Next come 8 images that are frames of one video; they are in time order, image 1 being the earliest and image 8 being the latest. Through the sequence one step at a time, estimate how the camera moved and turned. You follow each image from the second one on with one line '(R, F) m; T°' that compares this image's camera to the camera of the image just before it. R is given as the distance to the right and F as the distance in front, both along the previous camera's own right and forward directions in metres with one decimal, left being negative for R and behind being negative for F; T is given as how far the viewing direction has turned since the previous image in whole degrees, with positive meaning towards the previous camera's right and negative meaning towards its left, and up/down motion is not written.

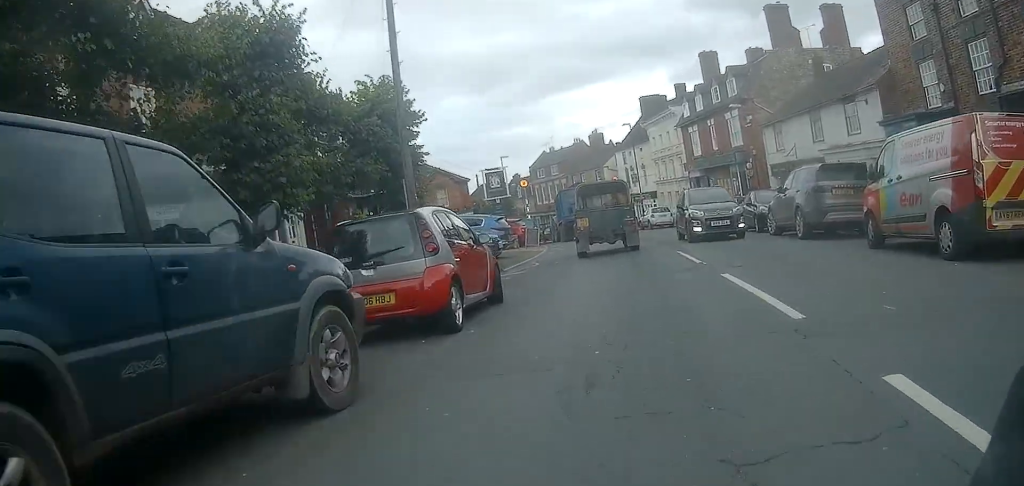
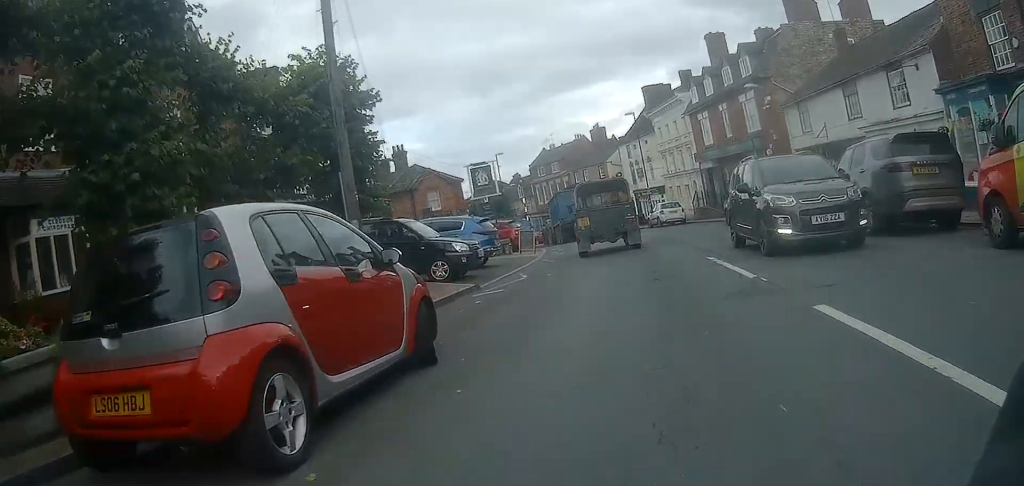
(0.0, +4.0) m; 0°
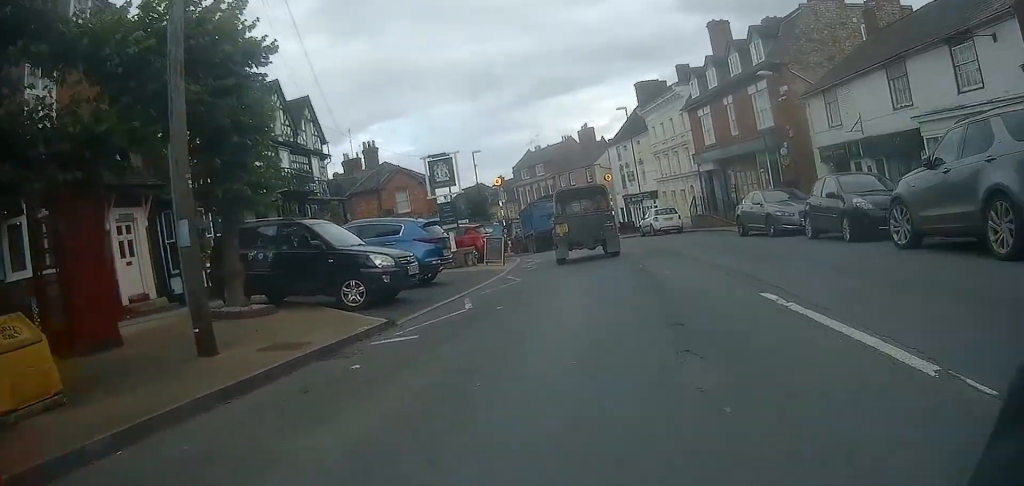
(0.0, +4.8) m; -1°
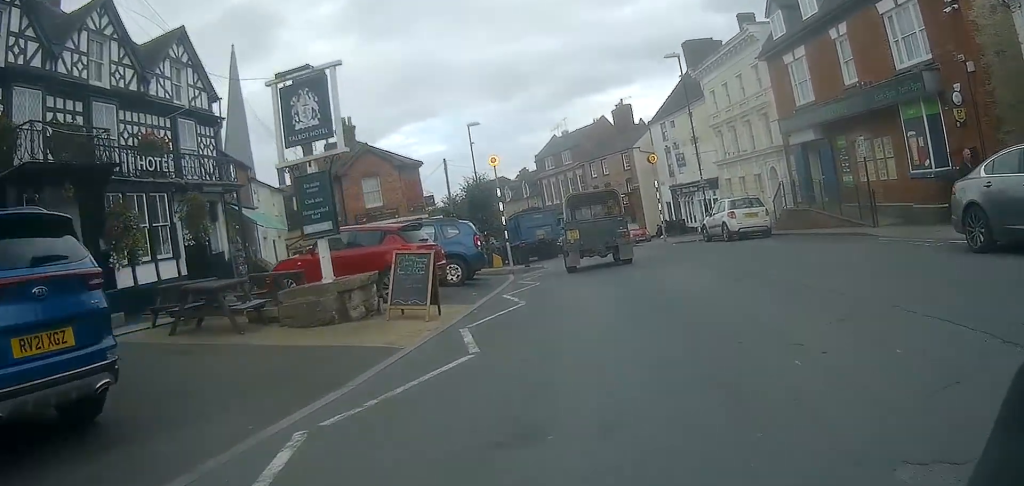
(-0.2, +12.5) m; 0°
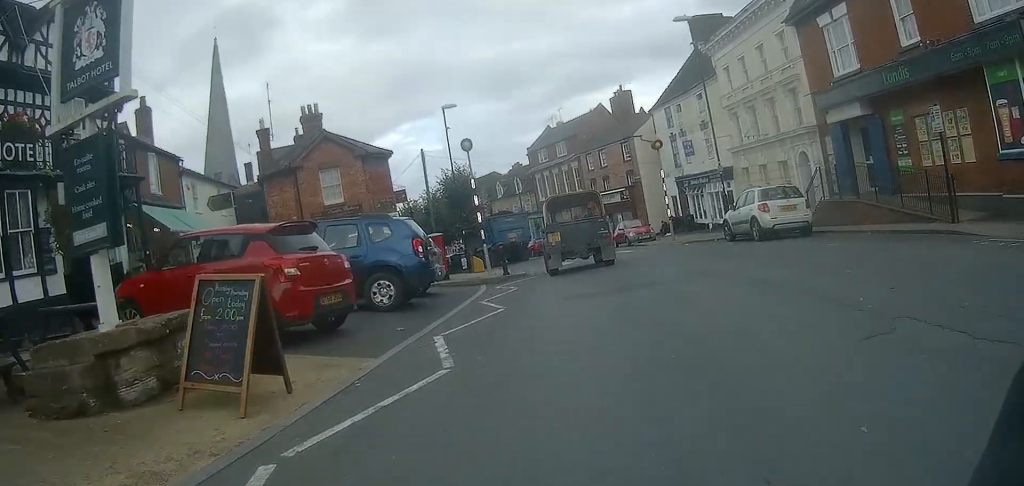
(+0.1, +4.6) m; 0°
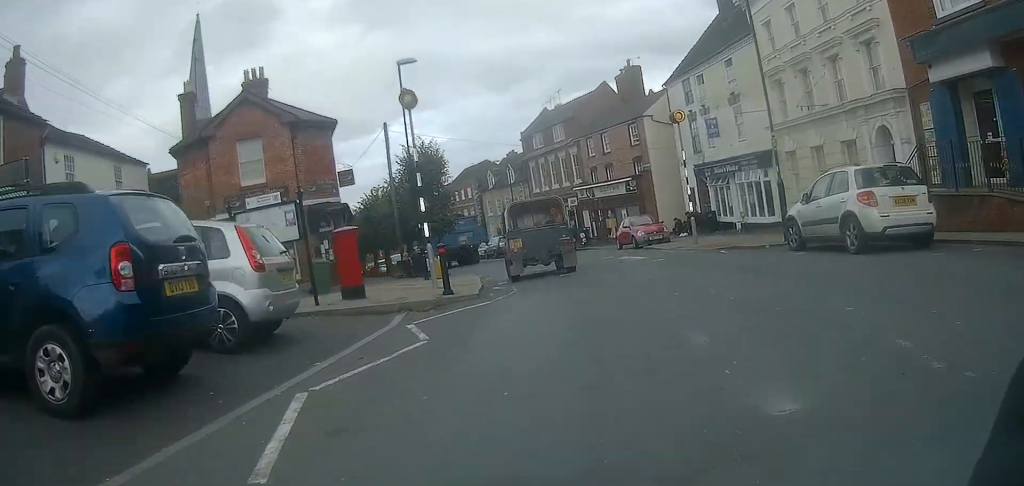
(-0.1, +7.1) m; -2°
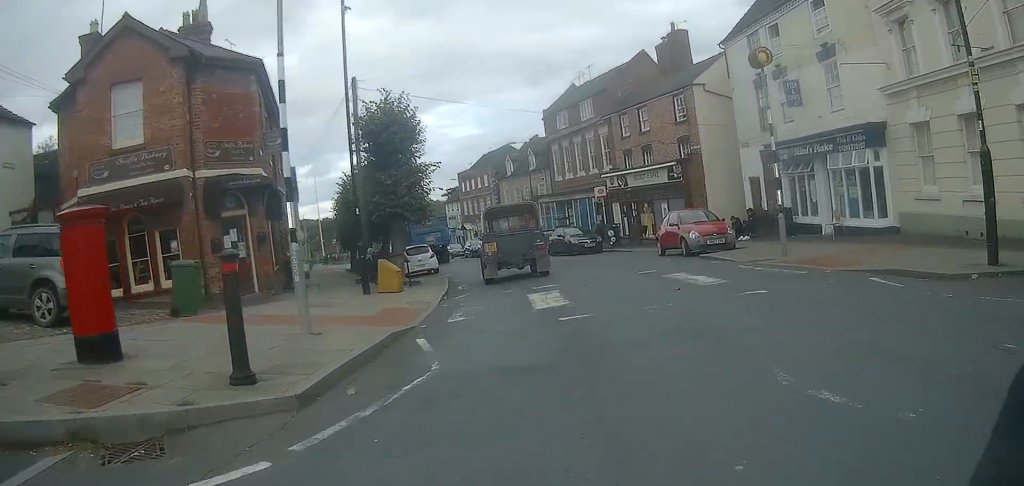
(-0.3, +8.2) m; -5°
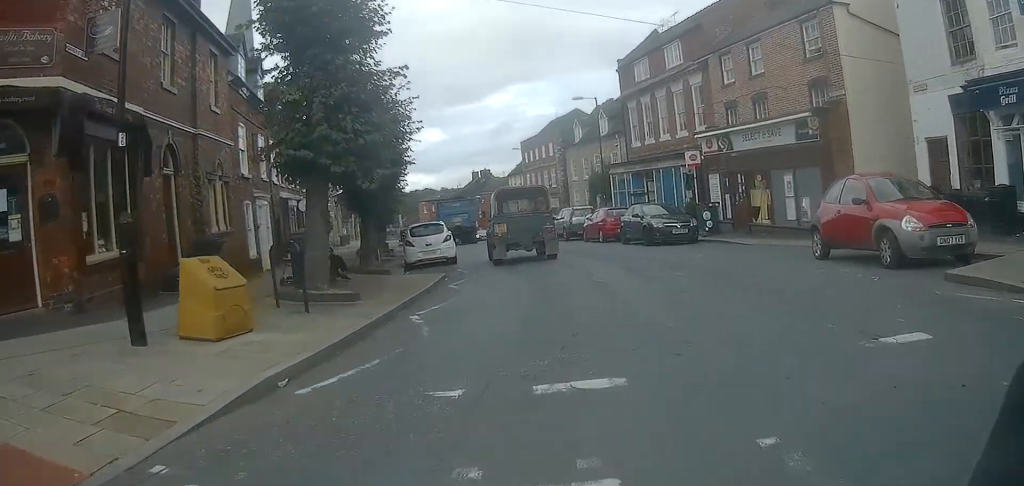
(-0.7, +9.3) m; -9°
